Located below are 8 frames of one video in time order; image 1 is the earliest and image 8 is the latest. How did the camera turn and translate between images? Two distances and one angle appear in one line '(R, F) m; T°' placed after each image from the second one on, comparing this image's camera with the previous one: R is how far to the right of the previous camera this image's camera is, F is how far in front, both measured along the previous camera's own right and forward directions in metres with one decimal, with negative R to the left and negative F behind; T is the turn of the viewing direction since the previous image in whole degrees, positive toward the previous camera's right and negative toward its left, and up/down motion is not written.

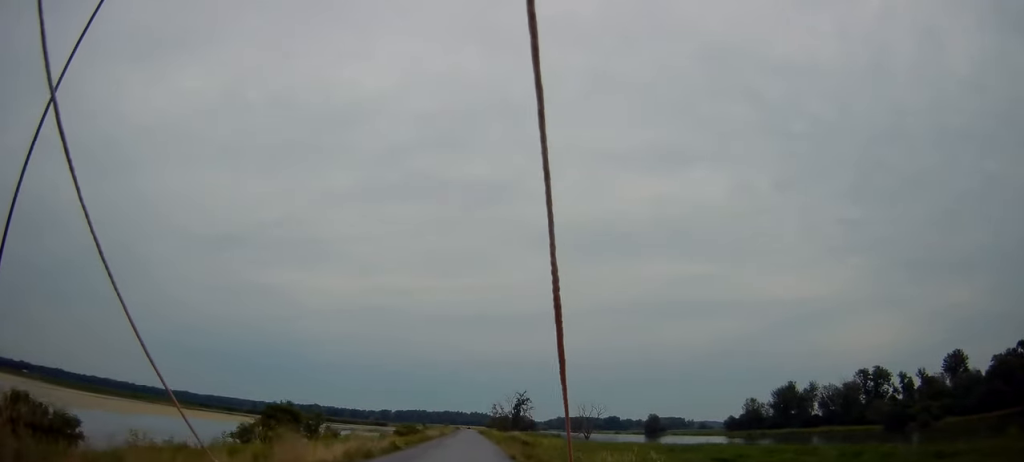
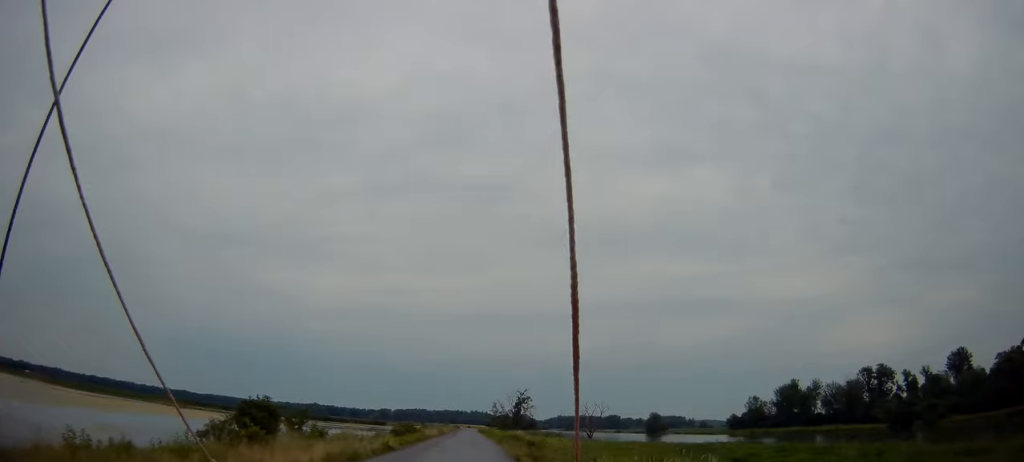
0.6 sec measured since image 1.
(-0.2, +3.4) m; -2°
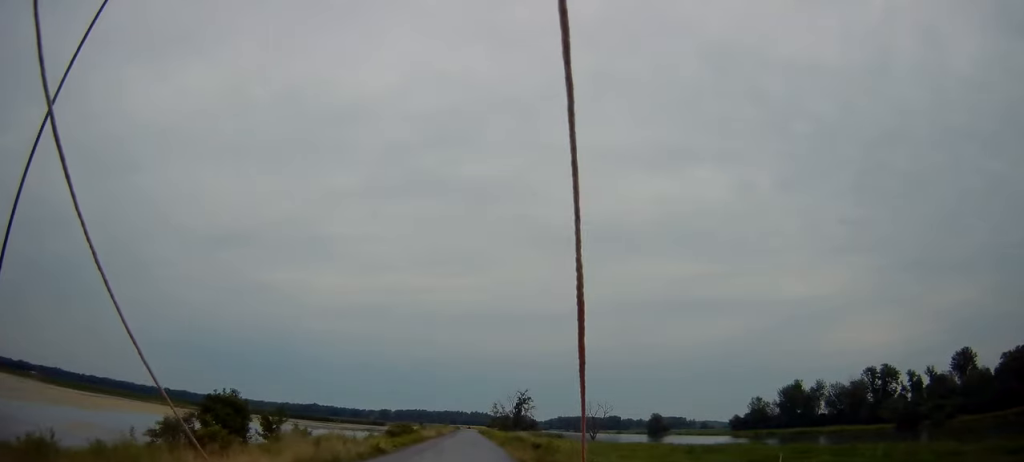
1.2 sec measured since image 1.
(0.0, +3.9) m; 0°
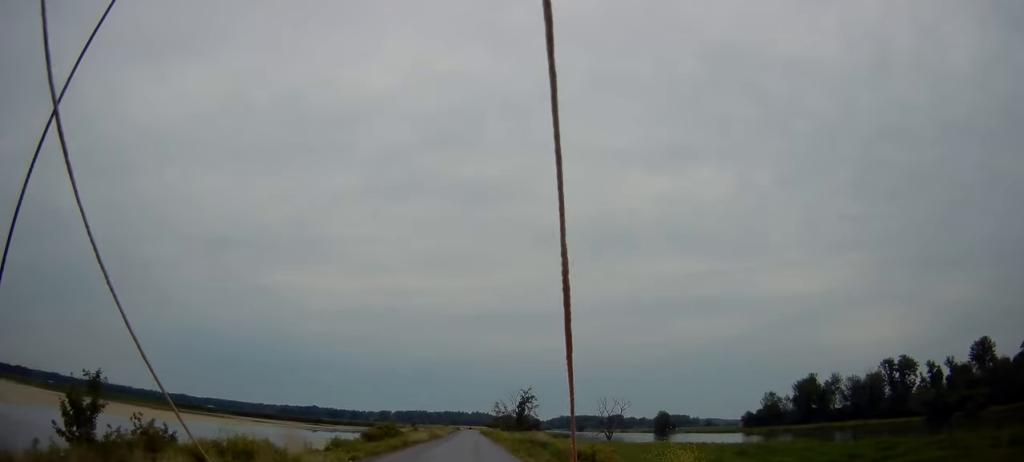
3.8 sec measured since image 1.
(+0.7, +15.5) m; +3°
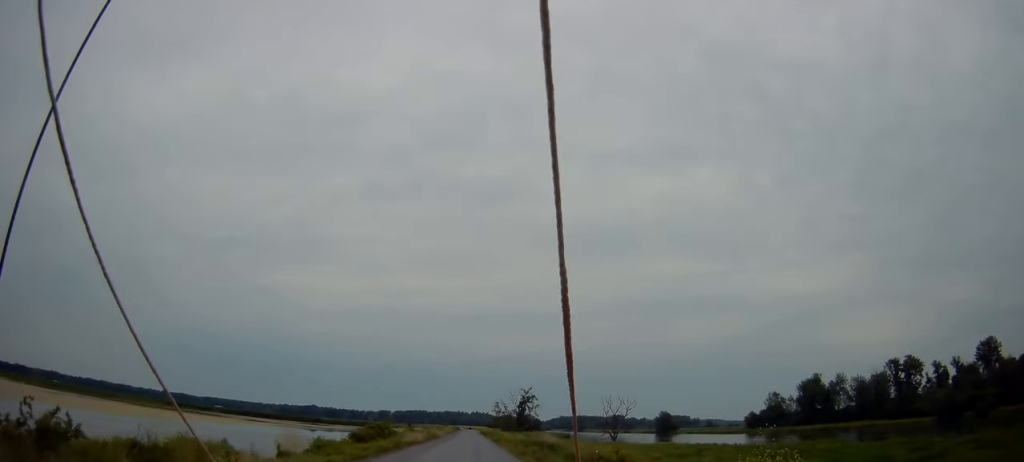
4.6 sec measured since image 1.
(-0.2, +5.0) m; -3°
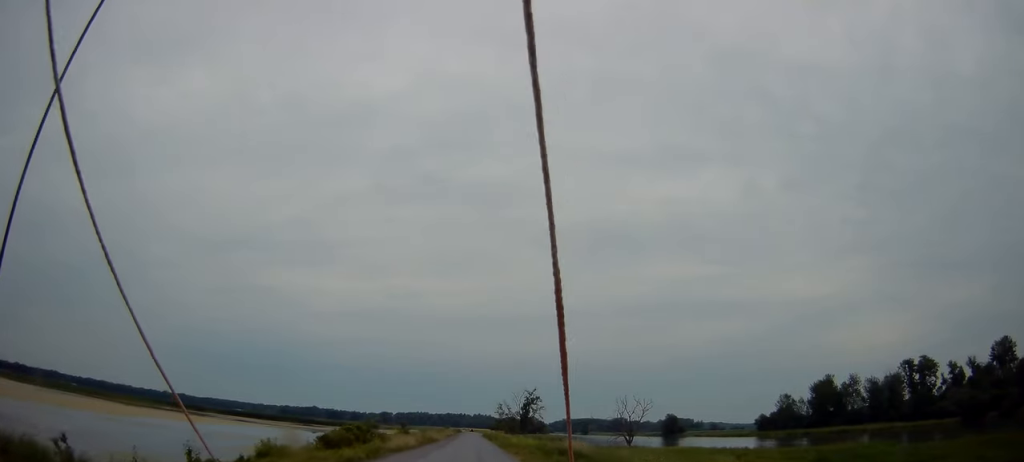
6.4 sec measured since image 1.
(-0.1, +10.8) m; -1°
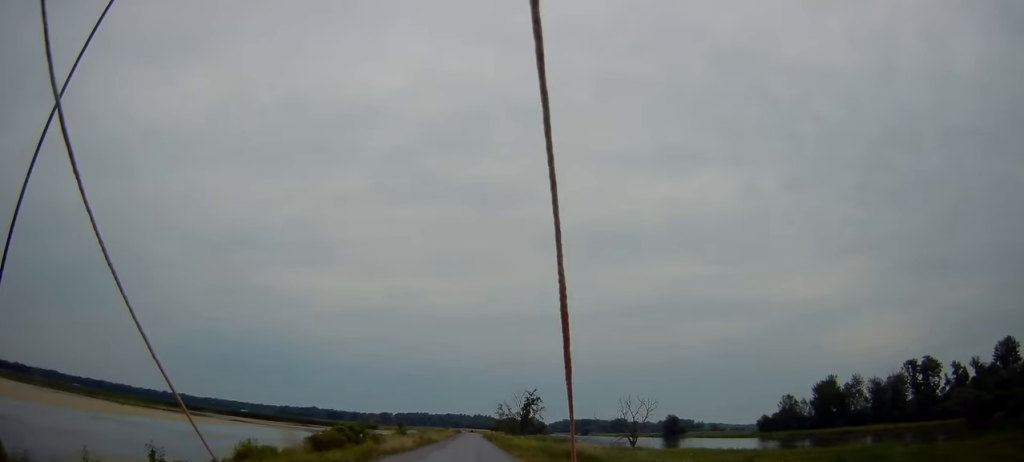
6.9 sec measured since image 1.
(0.0, +2.8) m; 0°
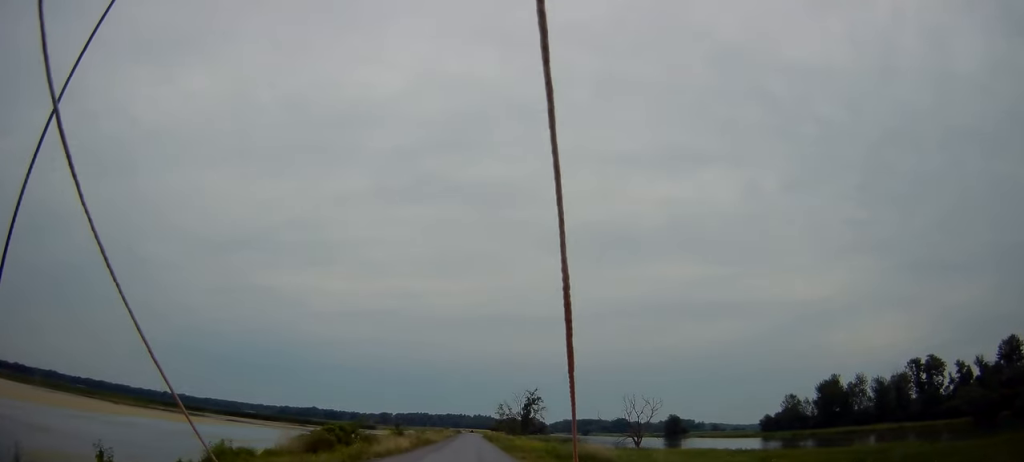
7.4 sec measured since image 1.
(0.0, +3.2) m; 0°
